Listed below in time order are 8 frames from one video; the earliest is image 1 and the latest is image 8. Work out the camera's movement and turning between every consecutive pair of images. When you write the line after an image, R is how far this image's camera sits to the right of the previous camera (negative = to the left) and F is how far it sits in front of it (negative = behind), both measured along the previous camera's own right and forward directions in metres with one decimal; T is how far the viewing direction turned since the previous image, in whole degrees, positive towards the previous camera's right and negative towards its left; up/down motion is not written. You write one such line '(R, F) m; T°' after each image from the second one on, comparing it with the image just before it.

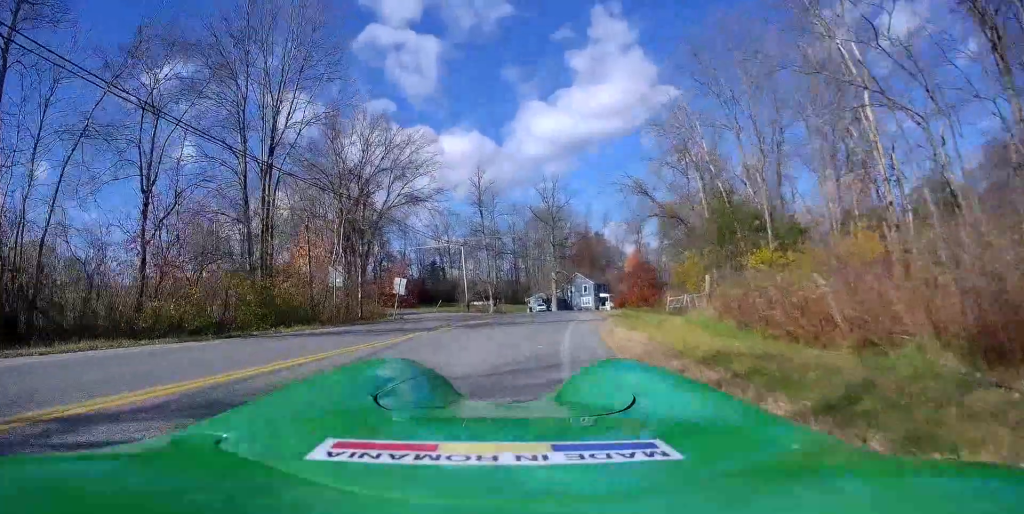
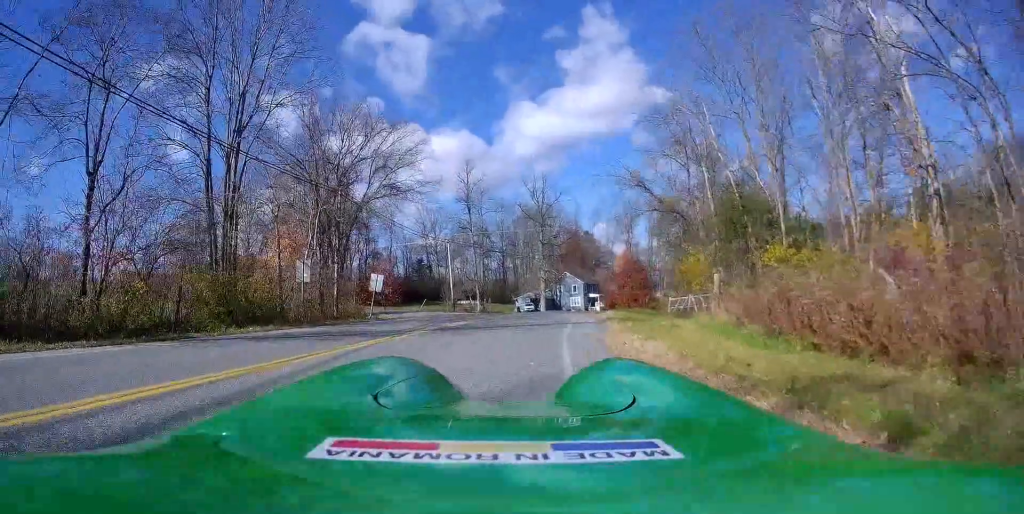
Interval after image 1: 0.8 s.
(0.0, +2.6) m; 0°
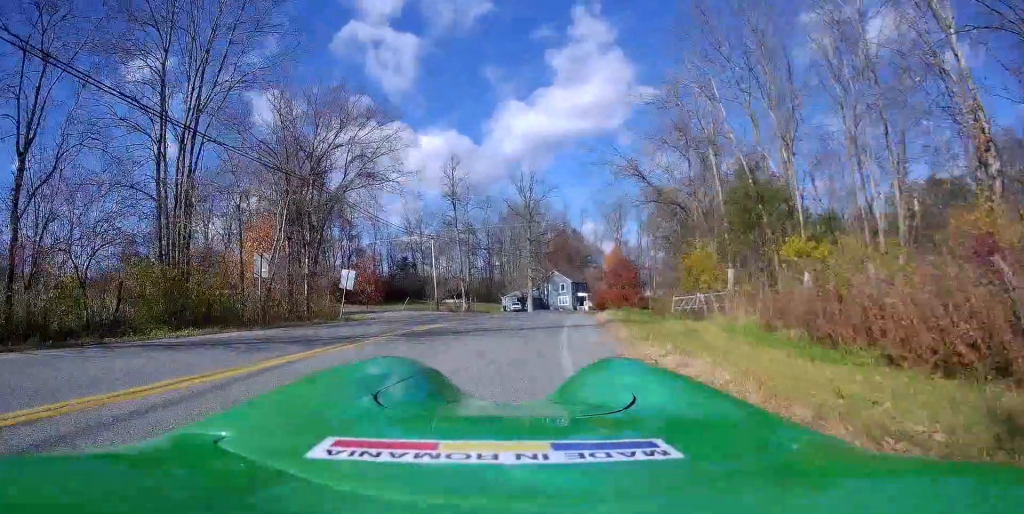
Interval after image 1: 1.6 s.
(0.0, +2.8) m; -2°
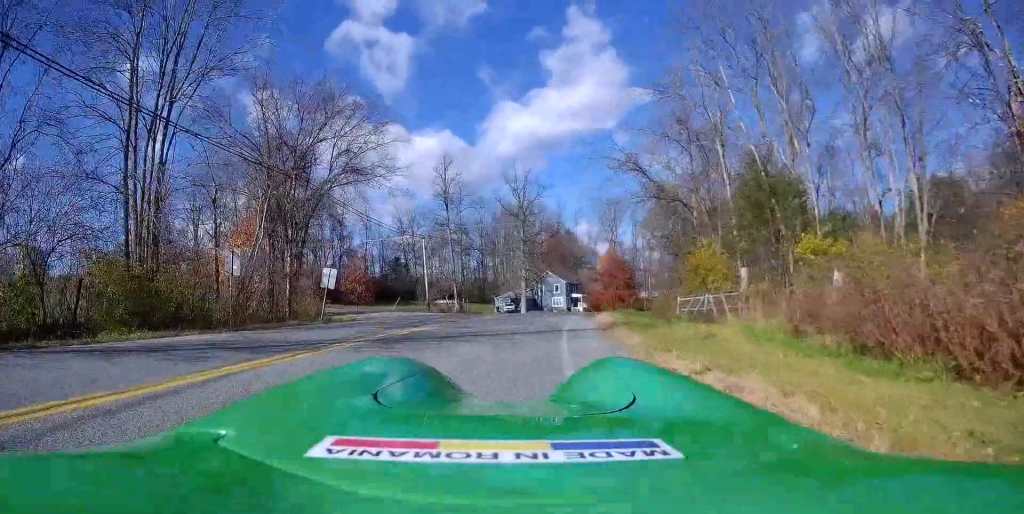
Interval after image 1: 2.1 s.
(+0.1, +1.7) m; -2°
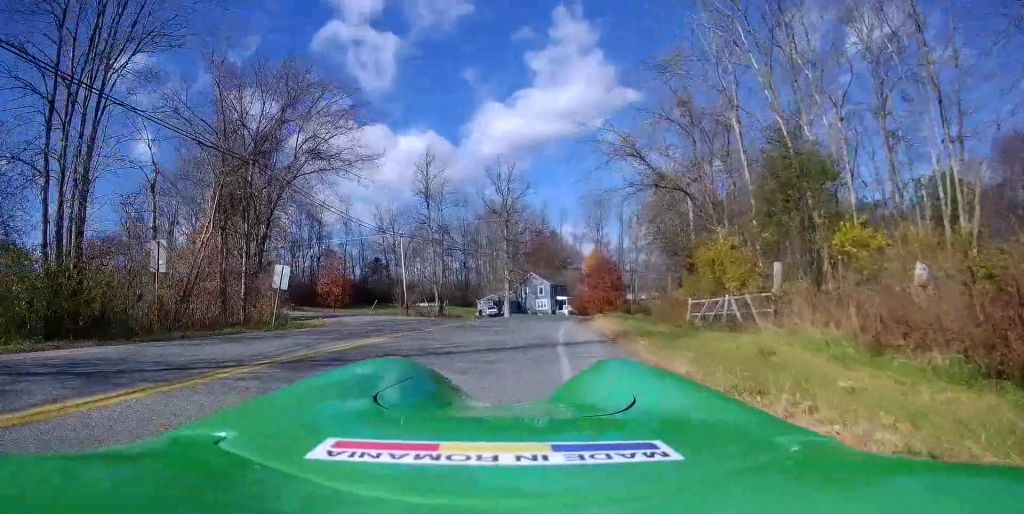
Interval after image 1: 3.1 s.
(-0.2, +3.1) m; -1°
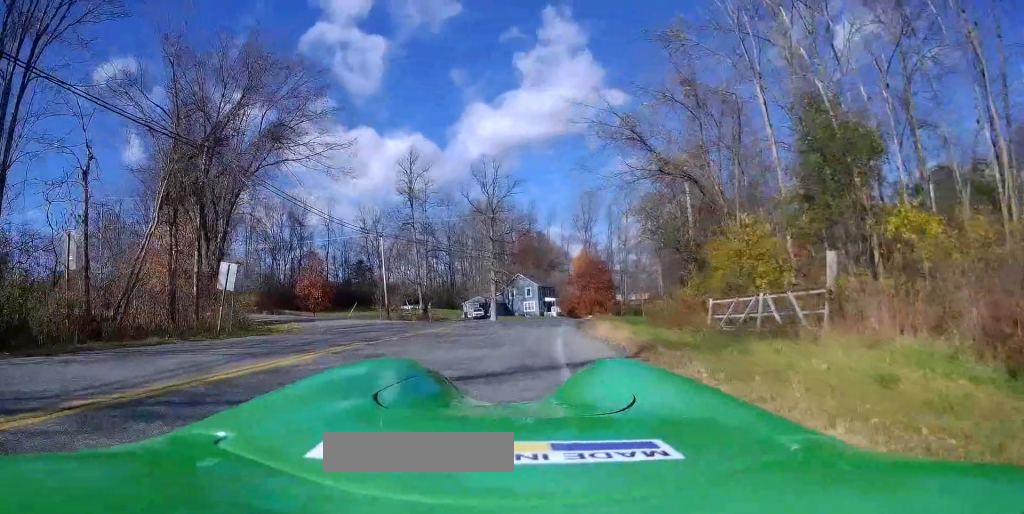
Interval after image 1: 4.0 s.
(+0.2, +2.7) m; +5°
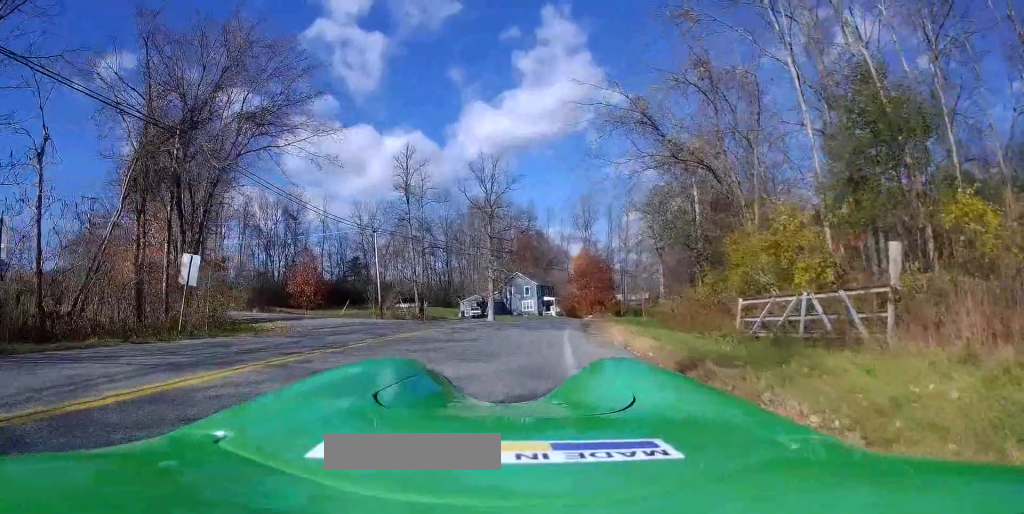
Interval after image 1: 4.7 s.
(+0.1, +1.7) m; +1°
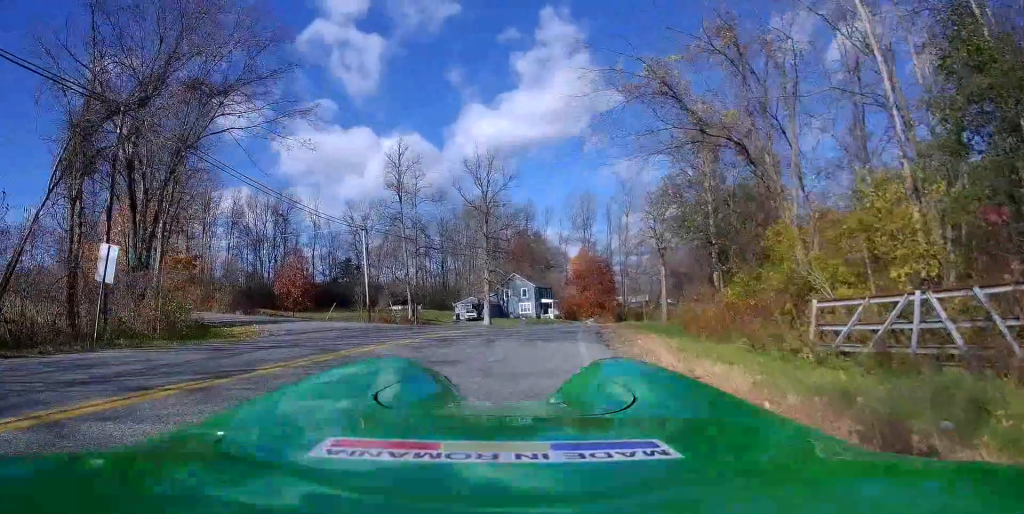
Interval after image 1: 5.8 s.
(0.0, +2.9) m; -1°
